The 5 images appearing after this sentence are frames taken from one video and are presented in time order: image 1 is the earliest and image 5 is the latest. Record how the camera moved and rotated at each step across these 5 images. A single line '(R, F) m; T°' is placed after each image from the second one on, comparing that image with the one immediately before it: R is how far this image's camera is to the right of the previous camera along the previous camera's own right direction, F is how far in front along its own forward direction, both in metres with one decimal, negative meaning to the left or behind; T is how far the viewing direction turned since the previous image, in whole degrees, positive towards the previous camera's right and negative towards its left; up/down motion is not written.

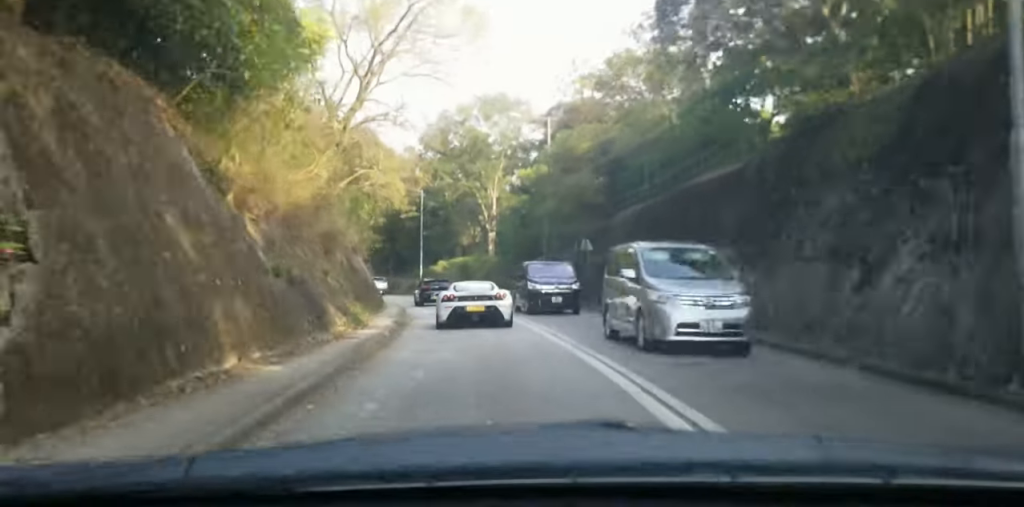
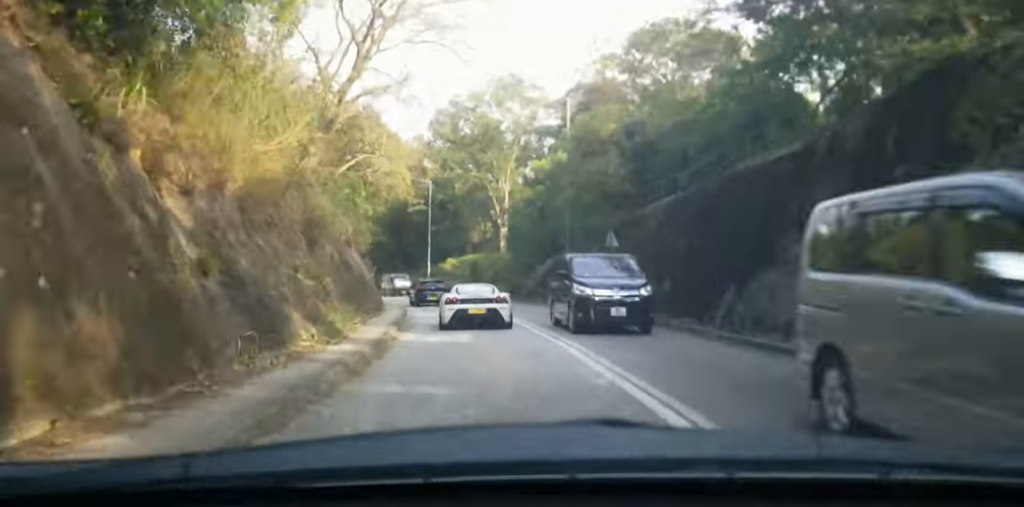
(0.0, +4.0) m; -2°
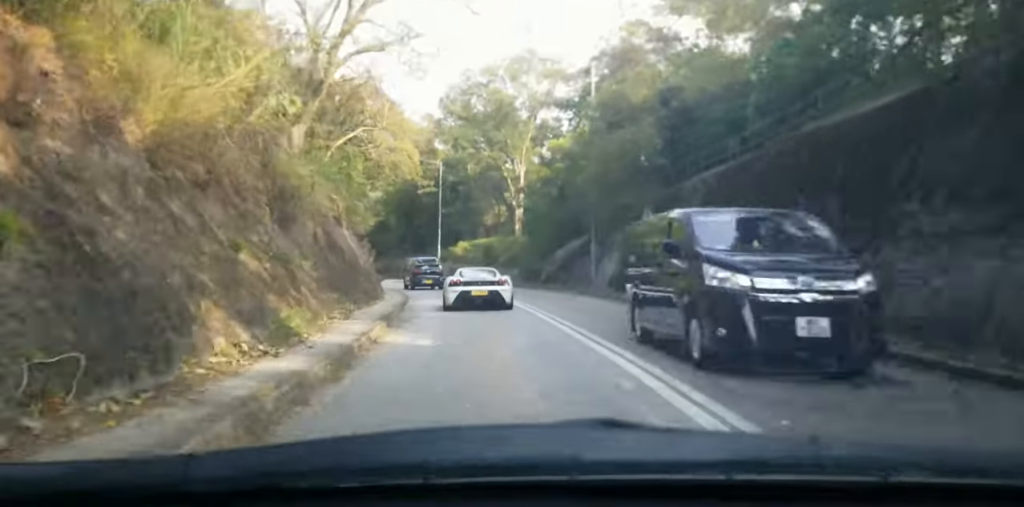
(-0.1, +4.3) m; -2°
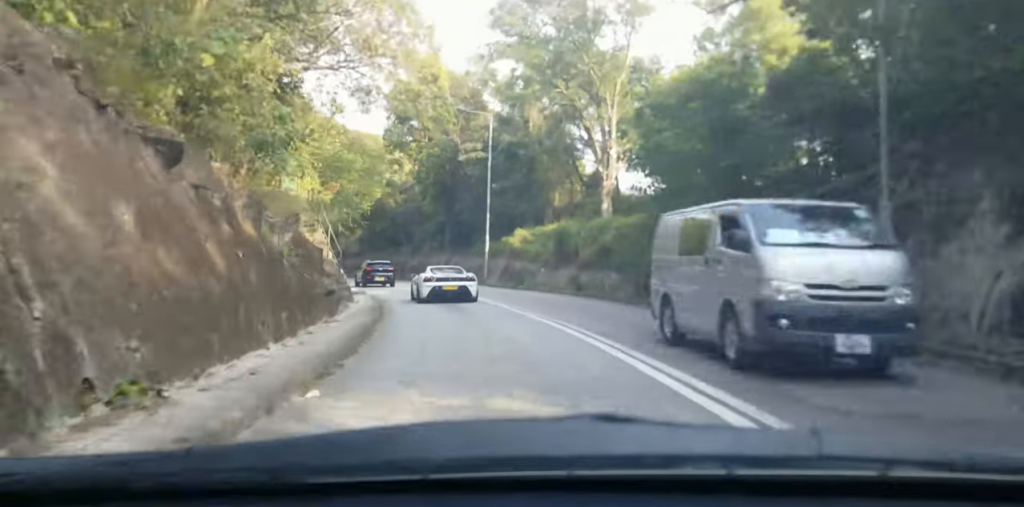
(-0.5, +20.2) m; -1°
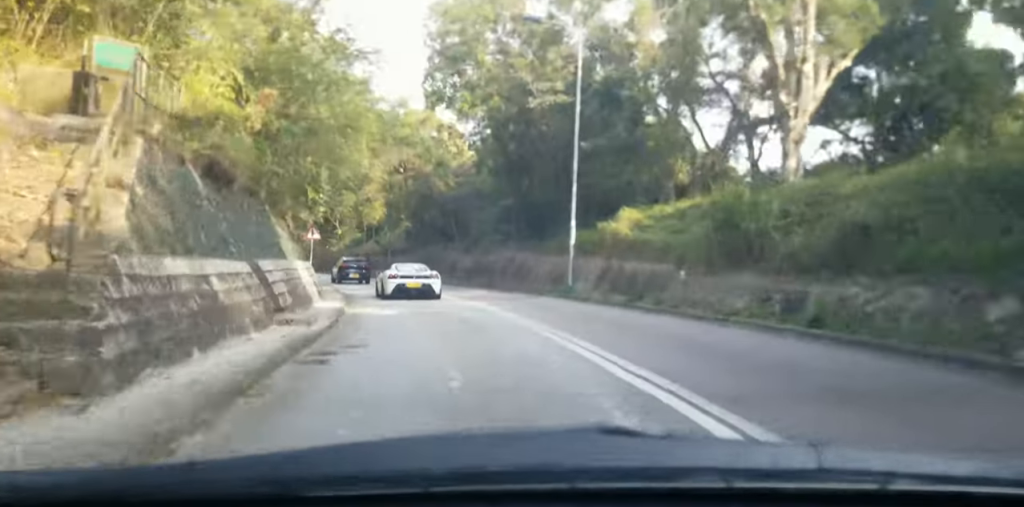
(-0.4, +16.8) m; -2°
